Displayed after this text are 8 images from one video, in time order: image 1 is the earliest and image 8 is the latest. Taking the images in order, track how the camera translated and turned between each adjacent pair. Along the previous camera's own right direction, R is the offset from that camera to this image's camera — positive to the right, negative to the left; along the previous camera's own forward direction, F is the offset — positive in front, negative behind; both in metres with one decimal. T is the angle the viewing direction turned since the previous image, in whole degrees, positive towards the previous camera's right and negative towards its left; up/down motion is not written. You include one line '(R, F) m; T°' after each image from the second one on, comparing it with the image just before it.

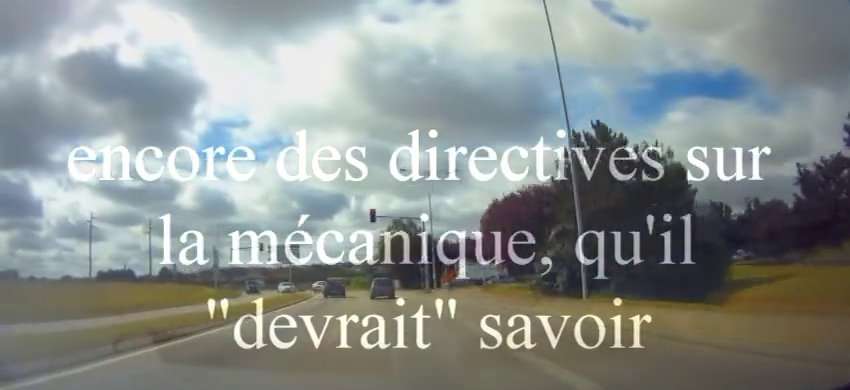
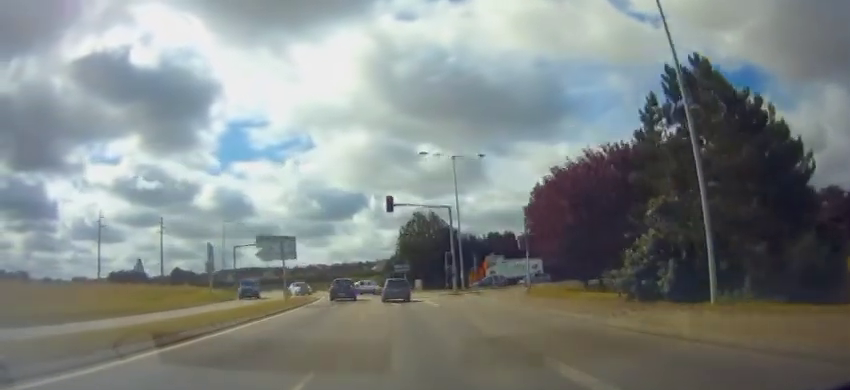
(-0.1, +7.1) m; -1°
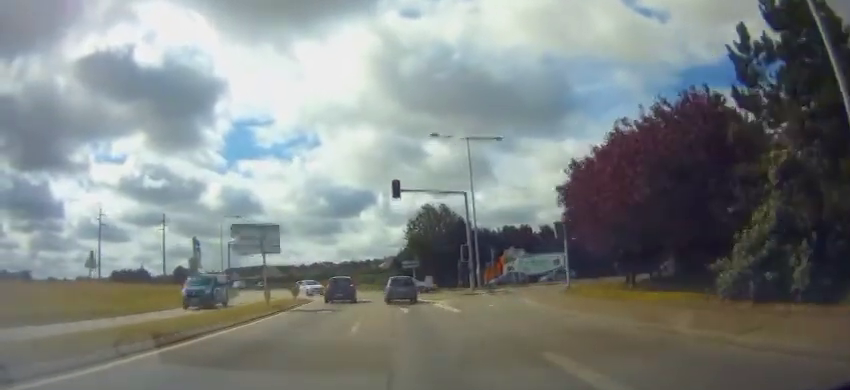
(0.0, +4.9) m; 0°
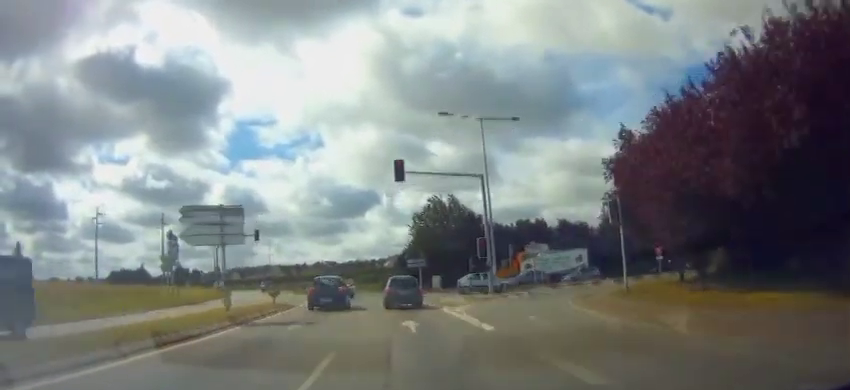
(+0.1, +5.1) m; 0°
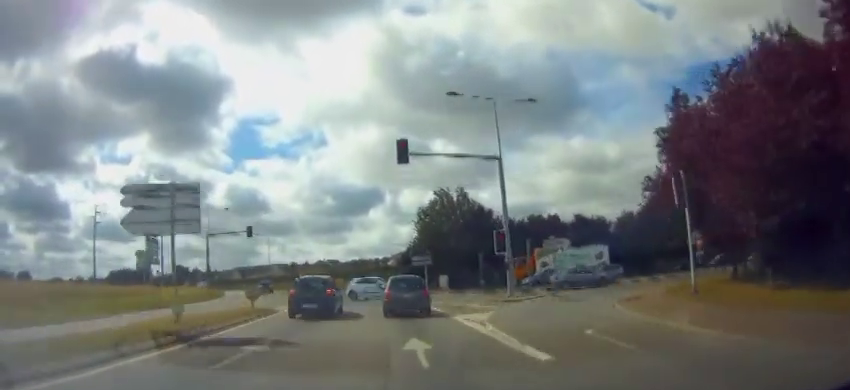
(0.0, +3.8) m; -1°
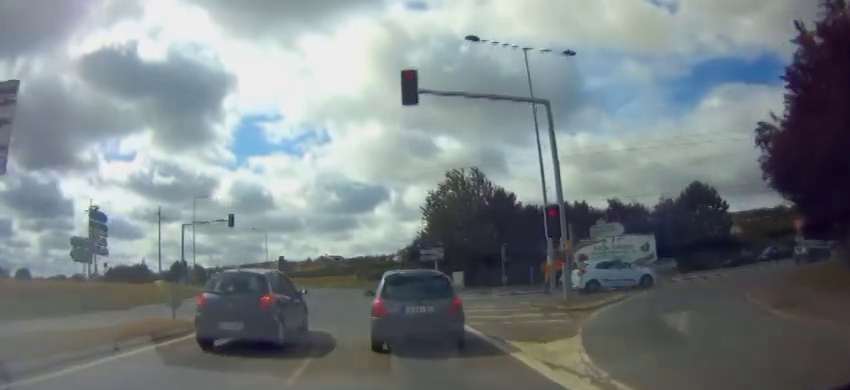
(-0.2, +6.5) m; -1°
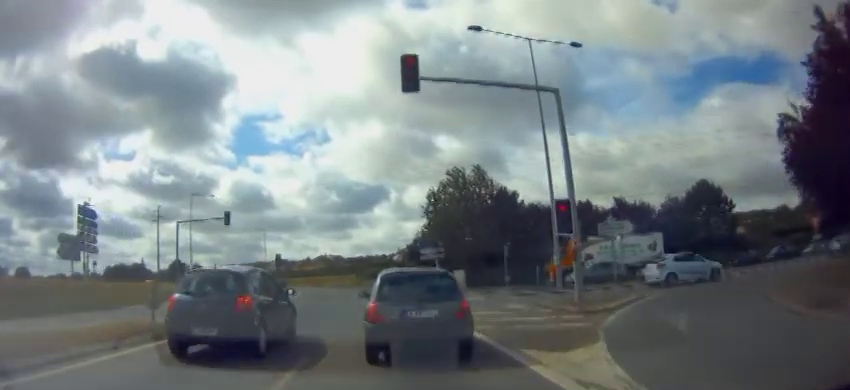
(0.0, +0.8) m; 0°
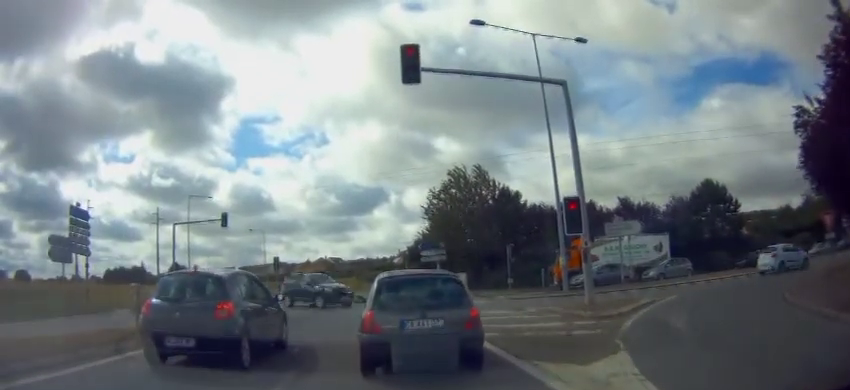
(+0.1, +0.9) m; 0°
